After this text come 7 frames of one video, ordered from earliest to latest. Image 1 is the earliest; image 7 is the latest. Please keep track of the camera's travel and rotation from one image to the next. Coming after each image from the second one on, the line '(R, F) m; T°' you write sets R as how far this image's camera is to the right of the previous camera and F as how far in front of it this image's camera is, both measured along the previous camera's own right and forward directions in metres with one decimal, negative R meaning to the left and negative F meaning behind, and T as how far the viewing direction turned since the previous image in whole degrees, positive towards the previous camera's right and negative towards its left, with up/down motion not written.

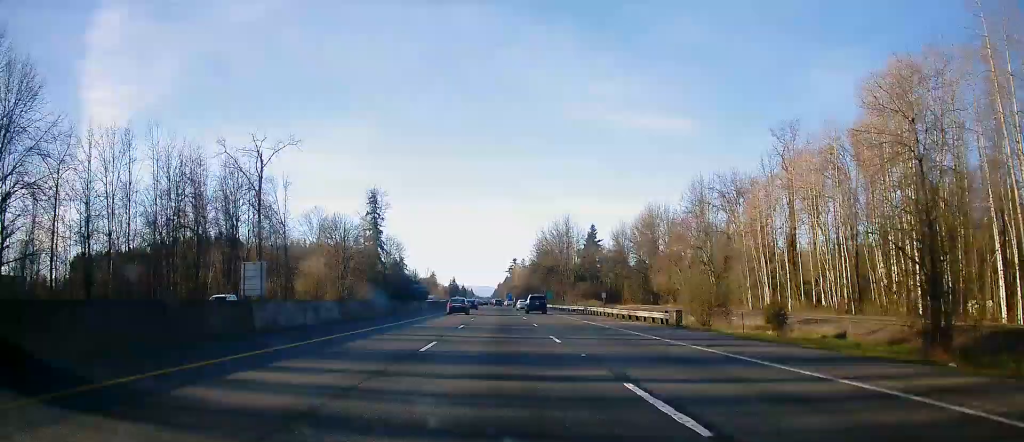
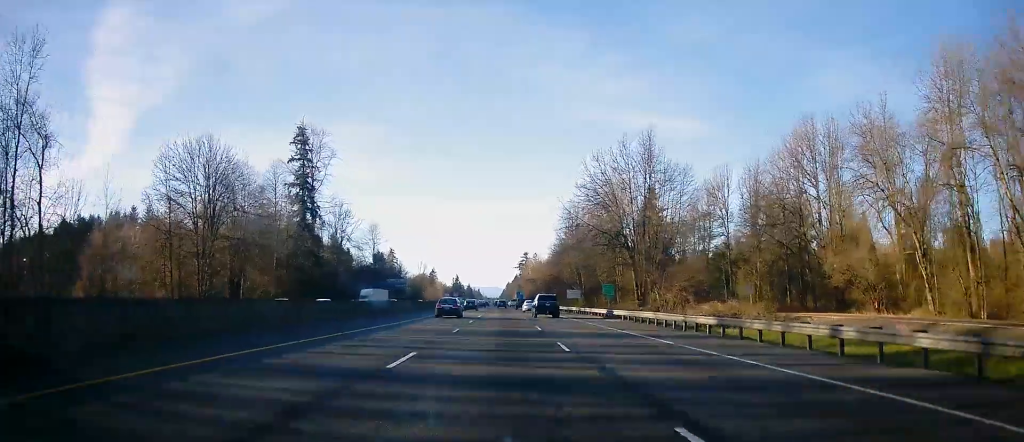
(0.0, +77.0) m; 0°
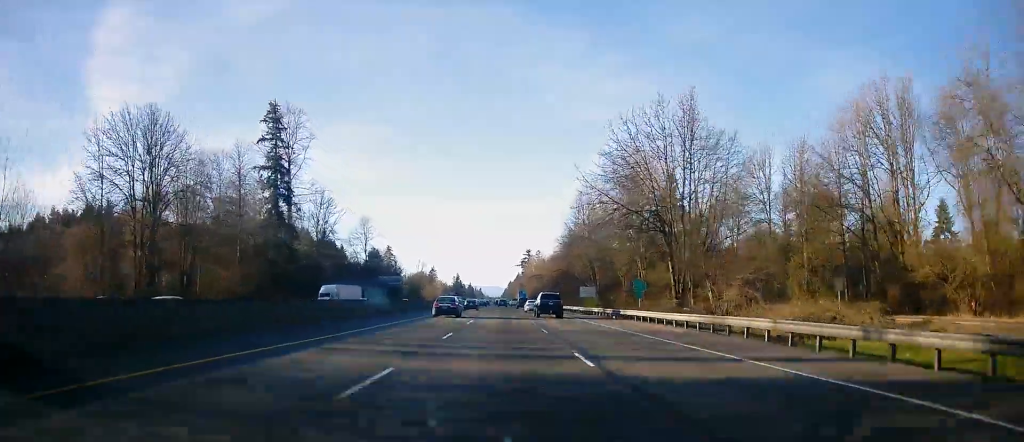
(0.0, +15.7) m; 0°
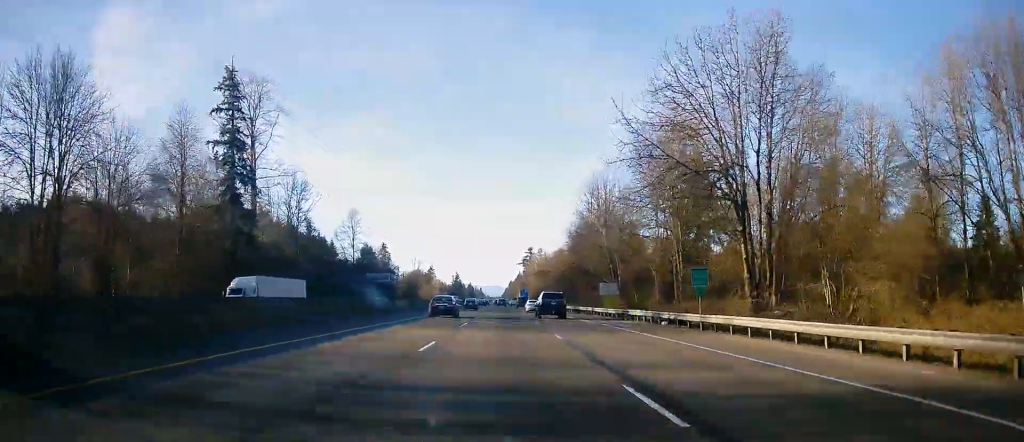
(+0.2, +17.9) m; 0°
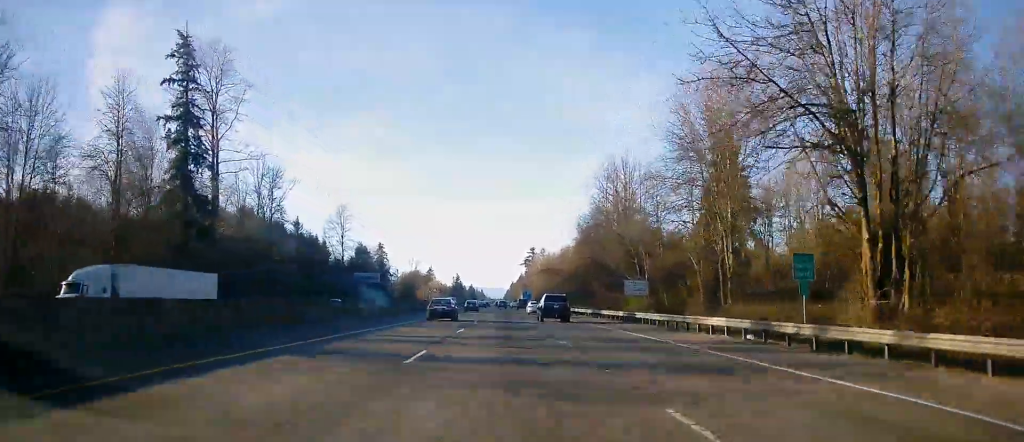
(0.0, +14.5) m; 0°
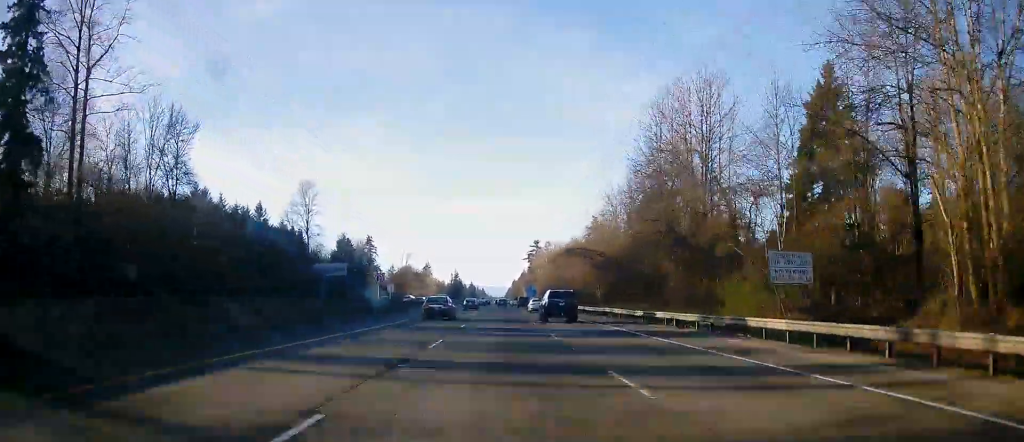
(-0.5, +32.5) m; 0°
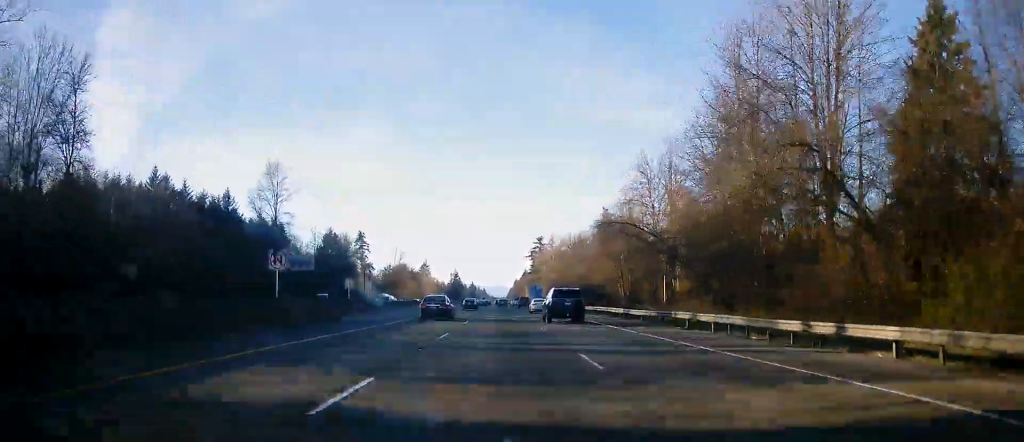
(+0.4, +21.3) m; 0°
